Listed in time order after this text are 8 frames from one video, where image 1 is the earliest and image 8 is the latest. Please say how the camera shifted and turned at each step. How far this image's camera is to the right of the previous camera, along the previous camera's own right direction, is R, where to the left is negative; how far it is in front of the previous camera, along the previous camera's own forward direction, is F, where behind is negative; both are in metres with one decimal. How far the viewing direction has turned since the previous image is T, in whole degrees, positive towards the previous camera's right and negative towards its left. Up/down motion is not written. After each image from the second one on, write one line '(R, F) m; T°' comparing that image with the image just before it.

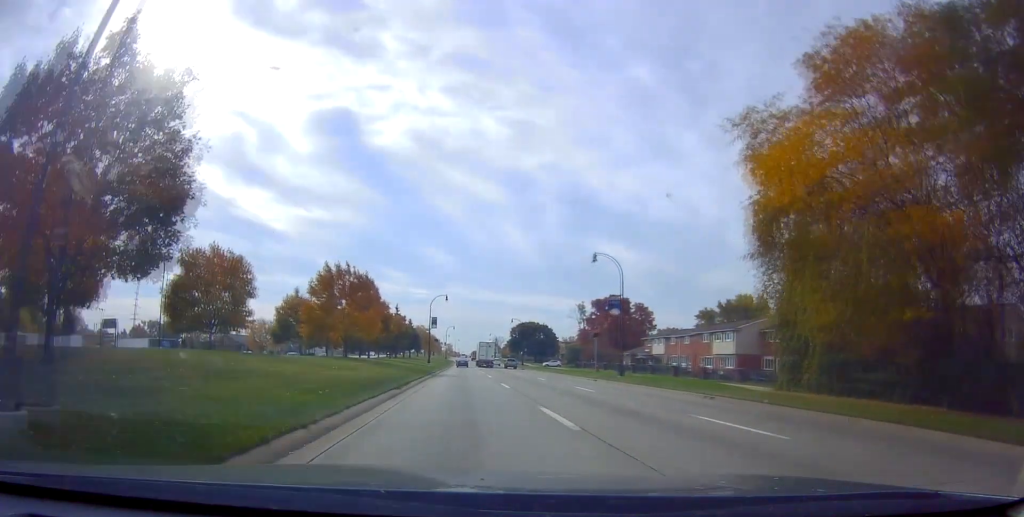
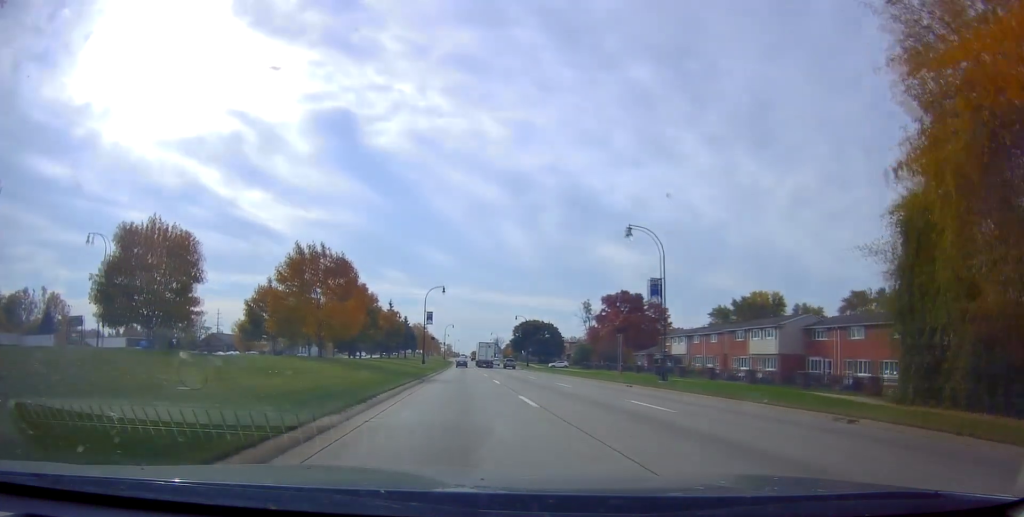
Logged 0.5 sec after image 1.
(-0.2, +9.6) m; 0°
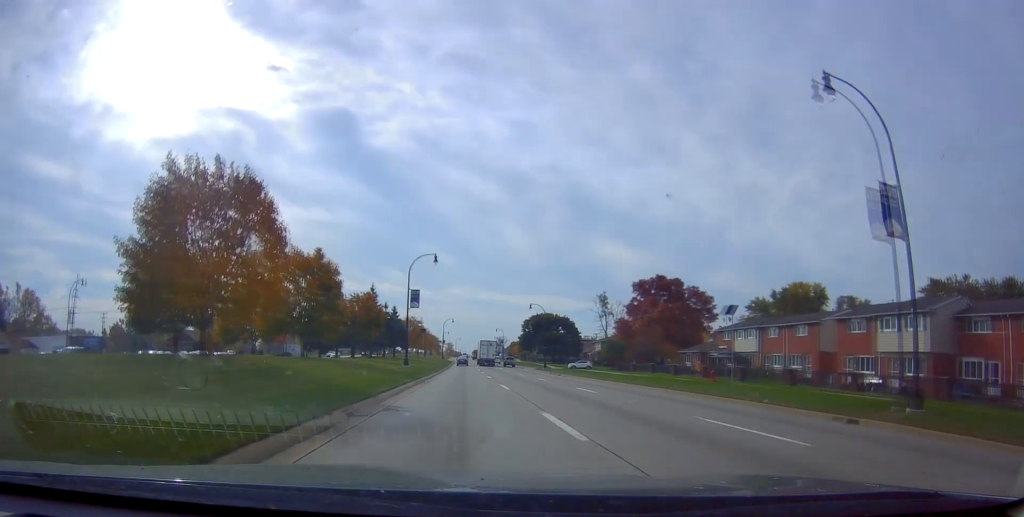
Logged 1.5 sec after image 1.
(+0.4, +21.3) m; +1°
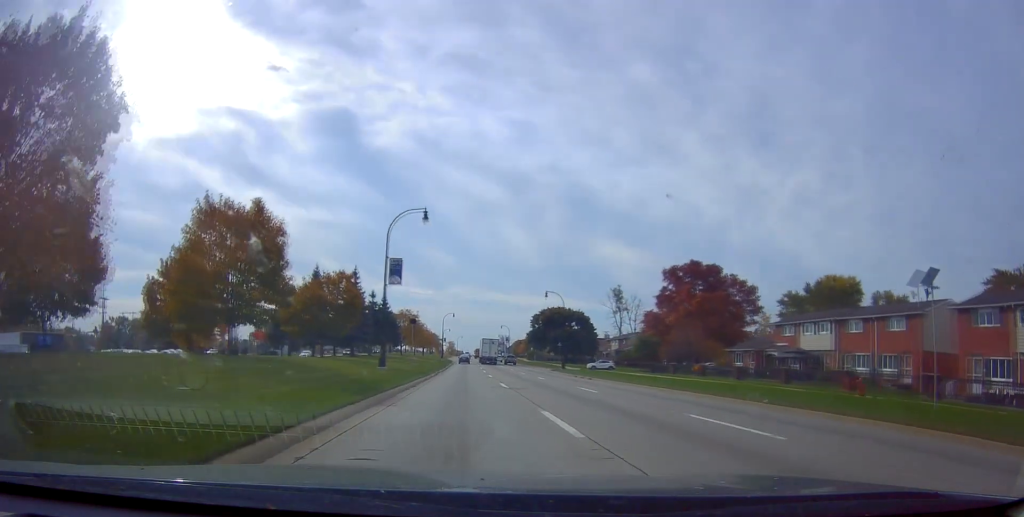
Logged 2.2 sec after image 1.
(0.0, +14.5) m; 0°
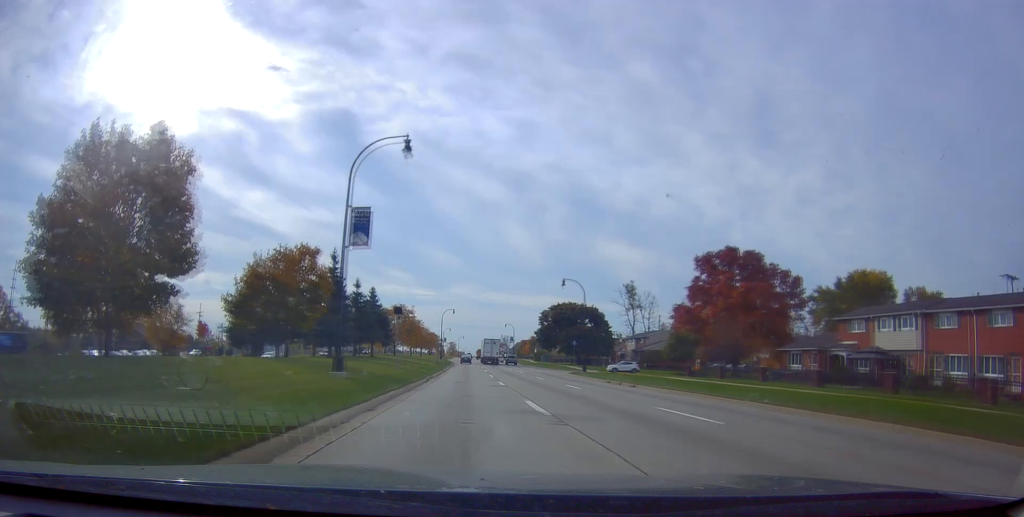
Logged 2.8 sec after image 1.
(0.0, +11.9) m; -1°
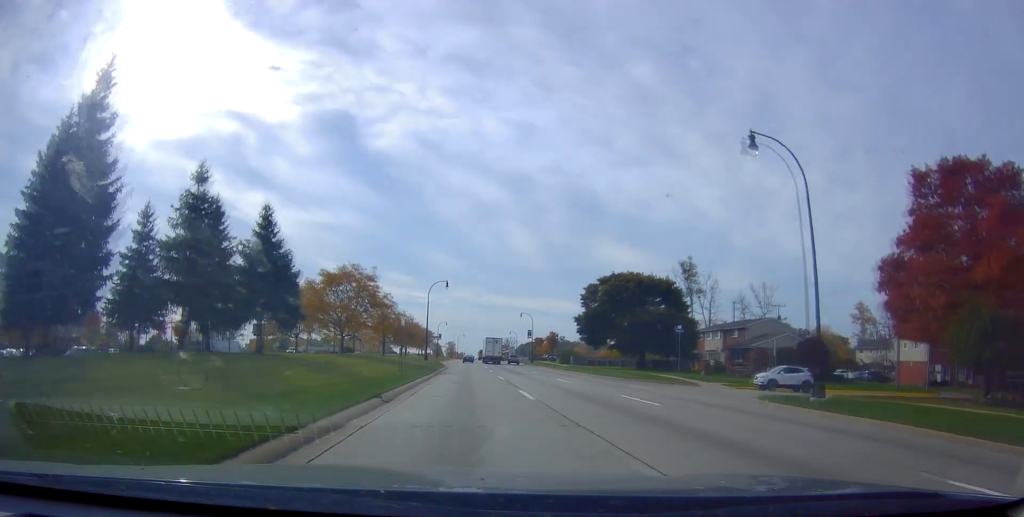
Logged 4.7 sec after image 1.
(-1.6, +41.0) m; -3°
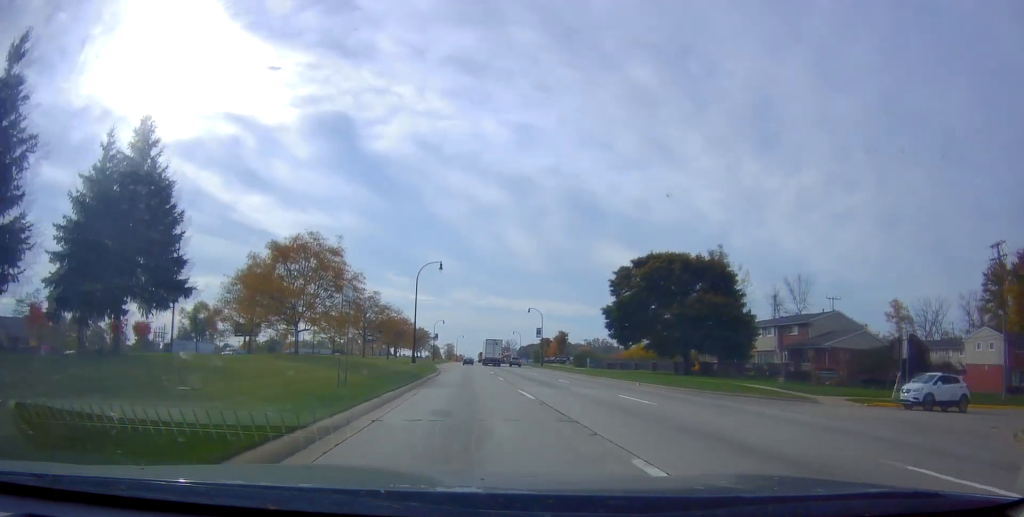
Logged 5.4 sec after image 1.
(-0.1, +15.1) m; +1°
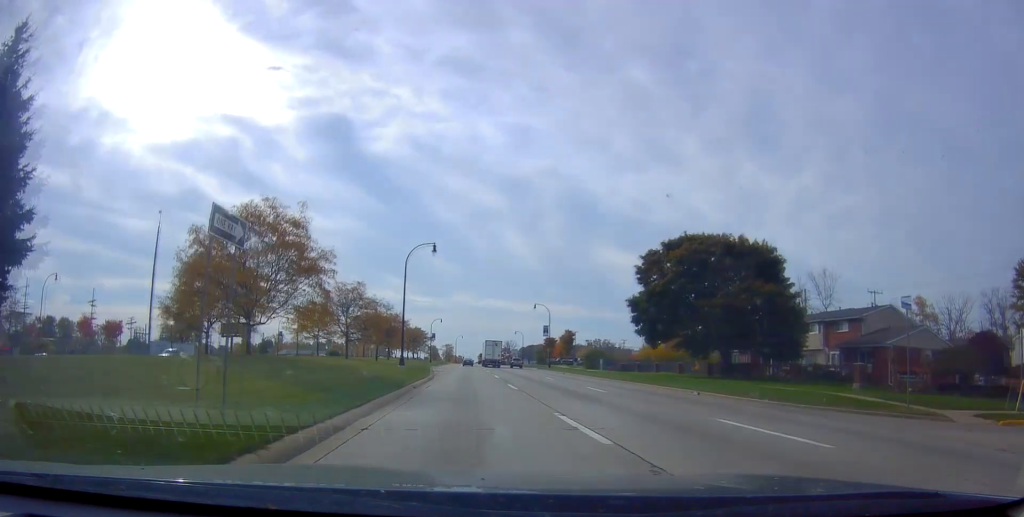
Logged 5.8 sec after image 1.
(+0.3, +9.3) m; +1°
